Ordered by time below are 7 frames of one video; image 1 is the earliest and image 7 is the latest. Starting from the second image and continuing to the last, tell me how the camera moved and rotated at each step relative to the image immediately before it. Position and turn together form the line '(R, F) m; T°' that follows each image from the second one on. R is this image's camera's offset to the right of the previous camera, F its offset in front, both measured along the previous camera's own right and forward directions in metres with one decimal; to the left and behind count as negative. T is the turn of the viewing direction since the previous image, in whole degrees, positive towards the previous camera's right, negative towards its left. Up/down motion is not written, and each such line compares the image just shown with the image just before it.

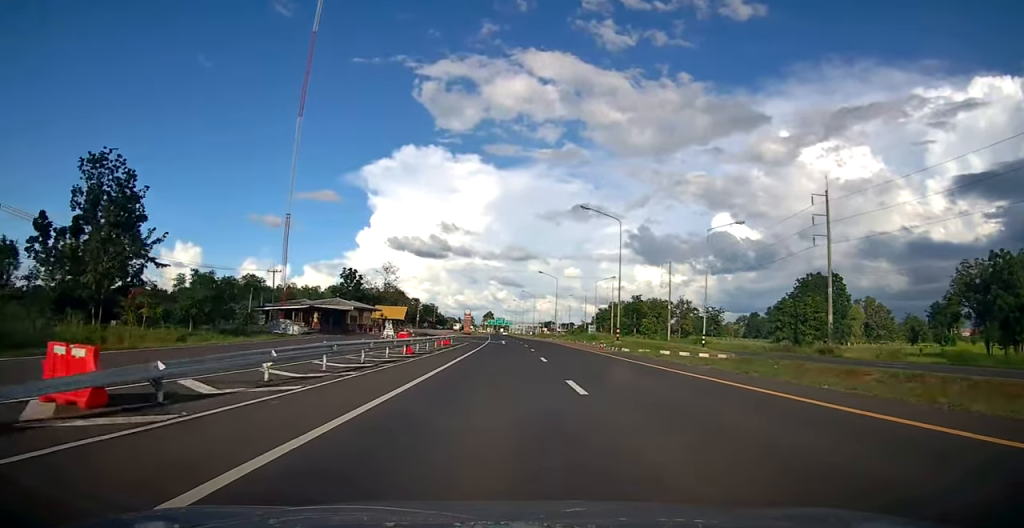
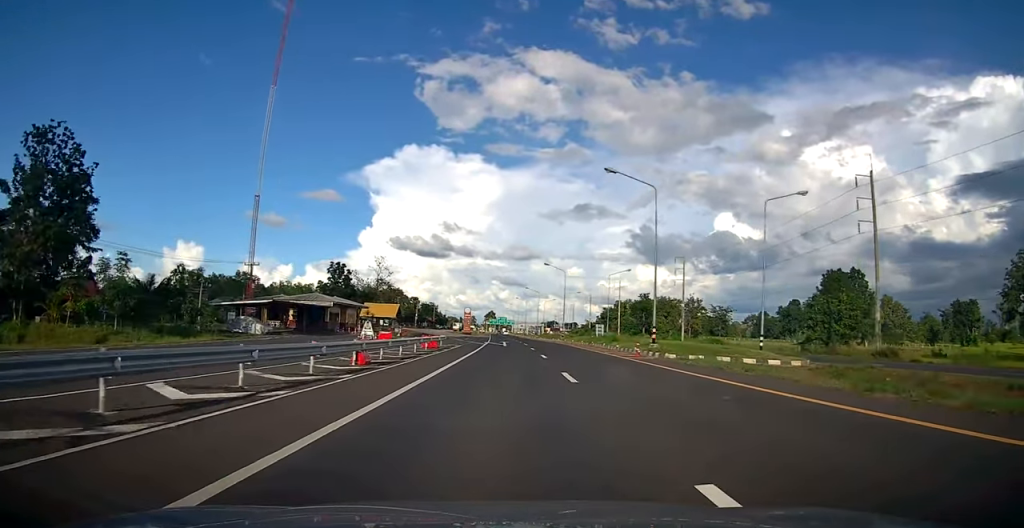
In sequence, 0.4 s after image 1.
(0.0, +9.7) m; 0°
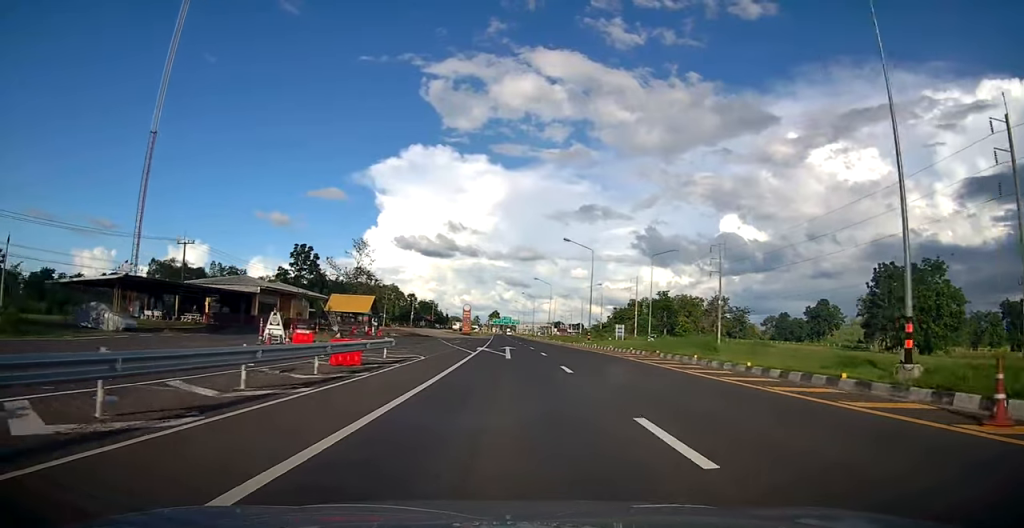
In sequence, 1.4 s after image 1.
(+0.1, +20.7) m; 0°
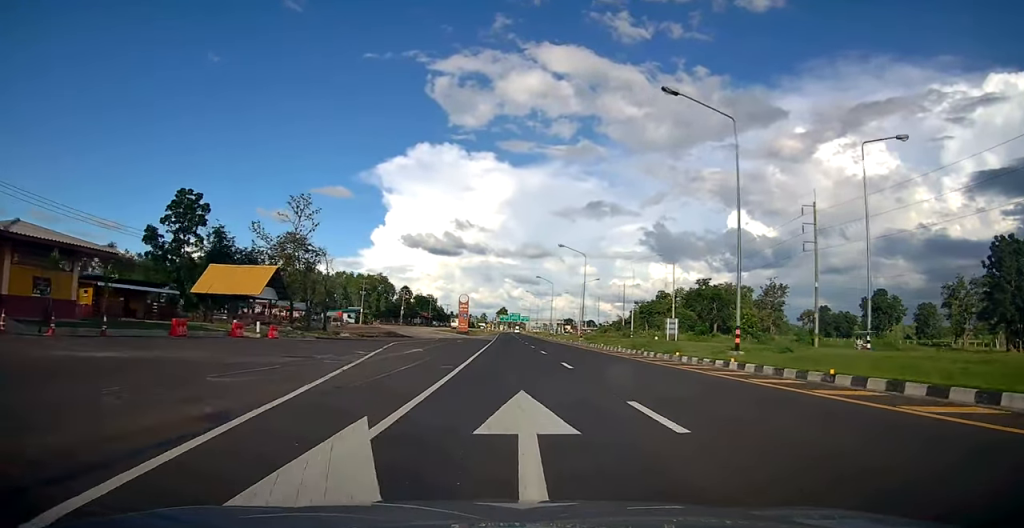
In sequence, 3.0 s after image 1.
(-0.4, +34.3) m; -1°
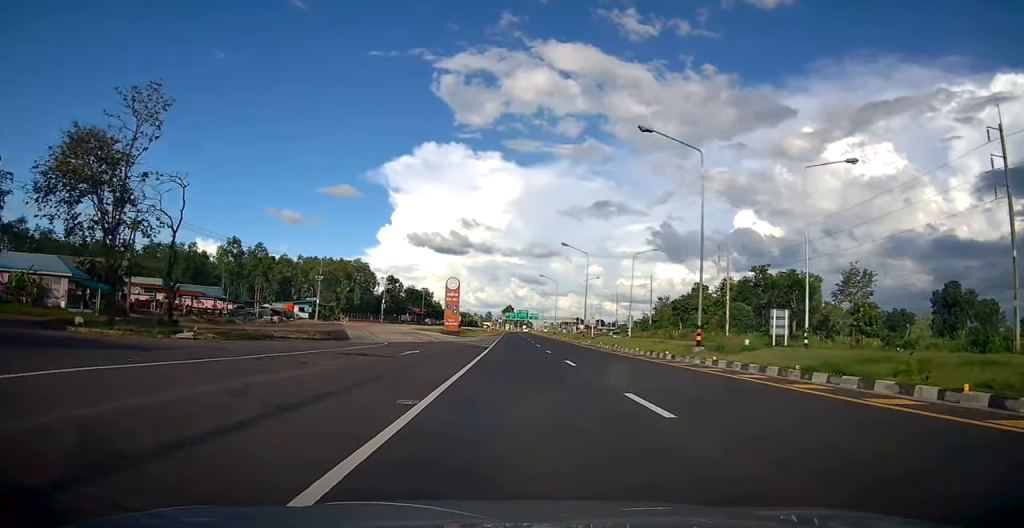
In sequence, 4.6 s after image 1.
(+0.3, +35.0) m; 0°
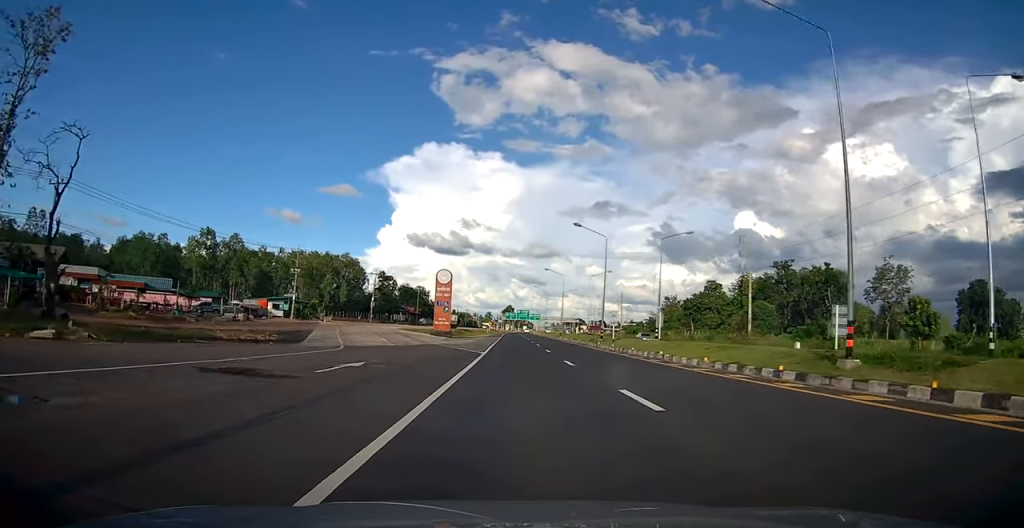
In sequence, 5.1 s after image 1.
(-0.3, +11.3) m; -1°
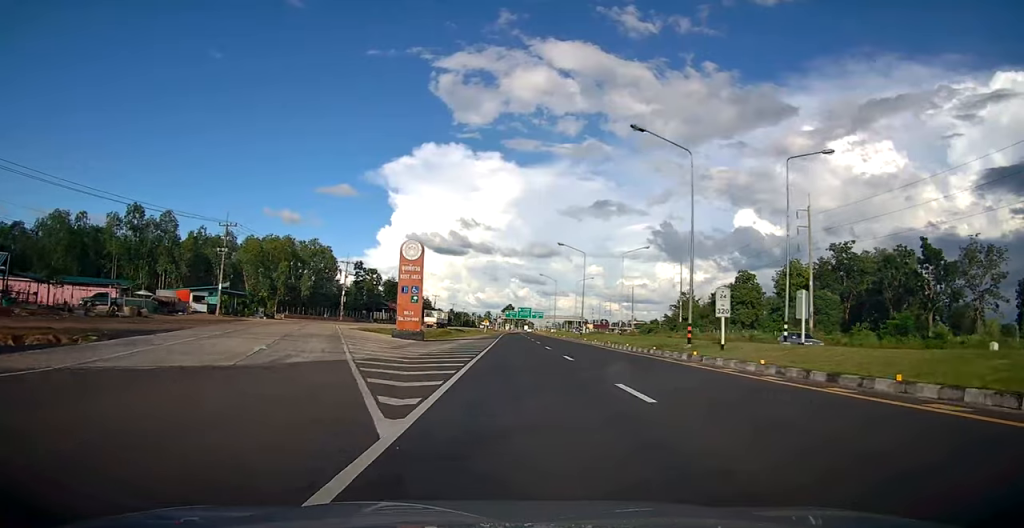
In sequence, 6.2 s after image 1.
(-0.4, +23.3) m; 0°
